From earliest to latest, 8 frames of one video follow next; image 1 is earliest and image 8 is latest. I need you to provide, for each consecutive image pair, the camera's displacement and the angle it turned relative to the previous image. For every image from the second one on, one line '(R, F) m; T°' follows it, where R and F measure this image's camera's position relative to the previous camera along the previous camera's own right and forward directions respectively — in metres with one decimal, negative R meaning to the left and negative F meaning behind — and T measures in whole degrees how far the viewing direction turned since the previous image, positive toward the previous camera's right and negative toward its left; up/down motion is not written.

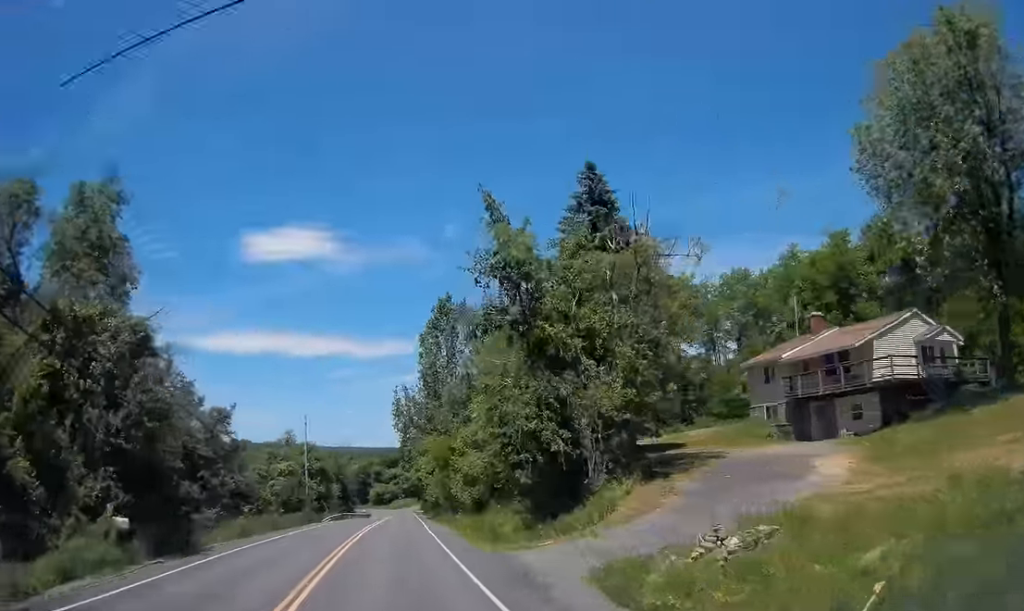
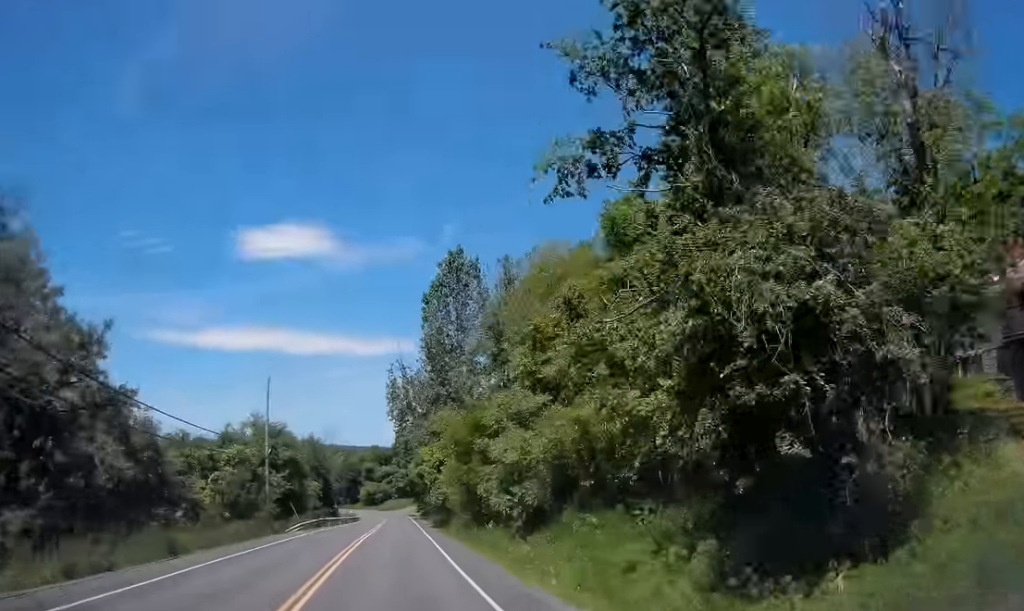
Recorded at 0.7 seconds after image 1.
(0.0, +16.2) m; 0°
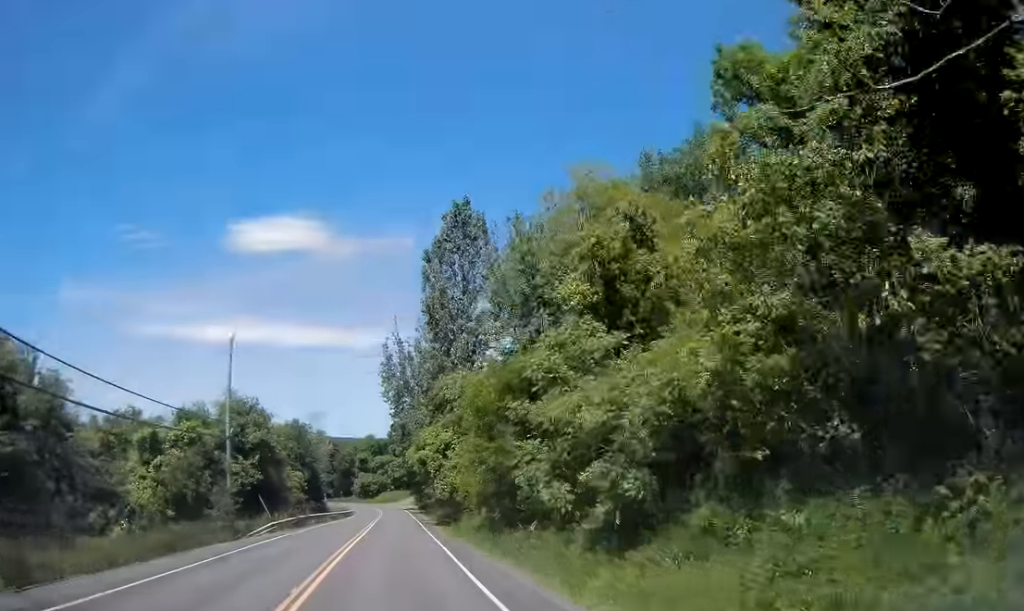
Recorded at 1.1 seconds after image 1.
(0.0, +9.3) m; 0°
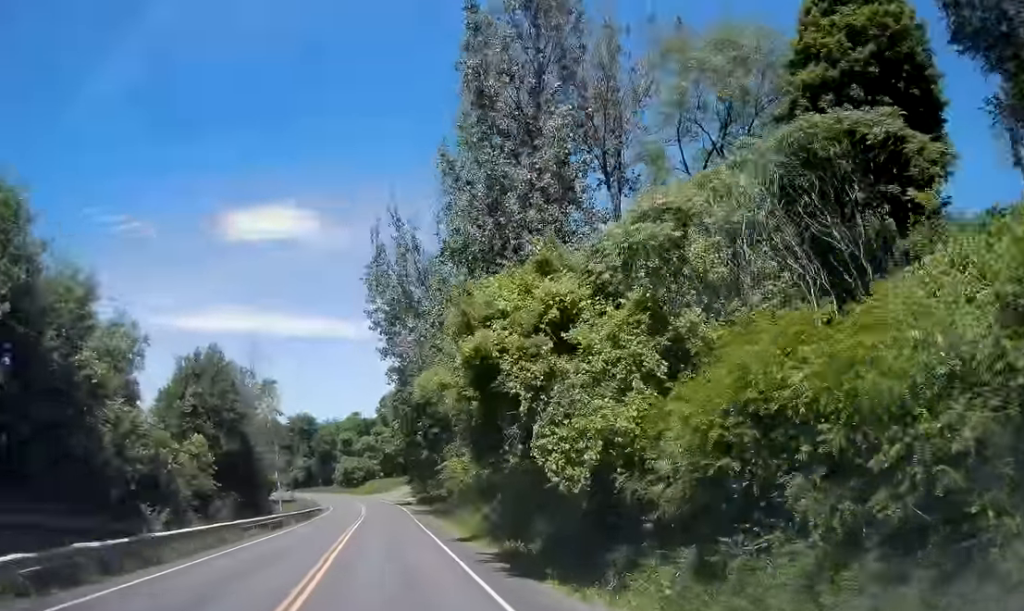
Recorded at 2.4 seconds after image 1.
(0.0, +29.6) m; 0°
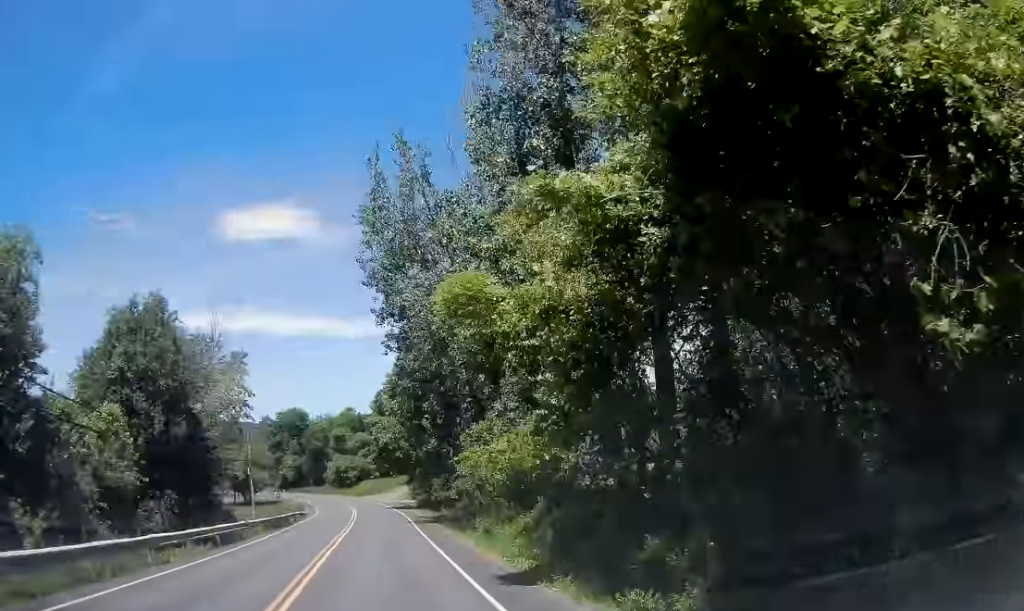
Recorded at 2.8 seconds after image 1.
(0.0, +10.1) m; 0°
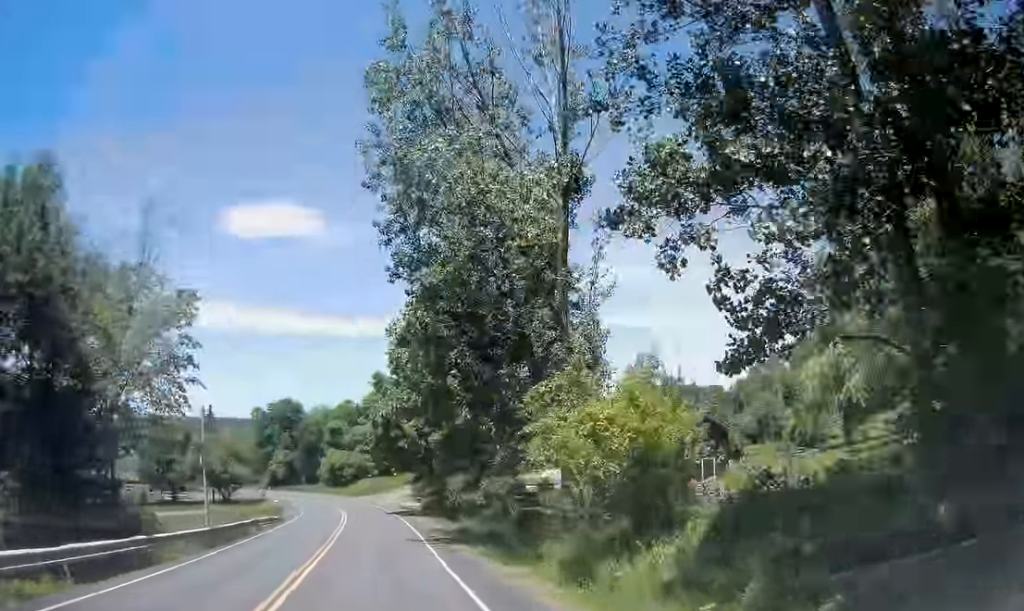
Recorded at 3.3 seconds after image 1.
(0.0, +12.3) m; 0°
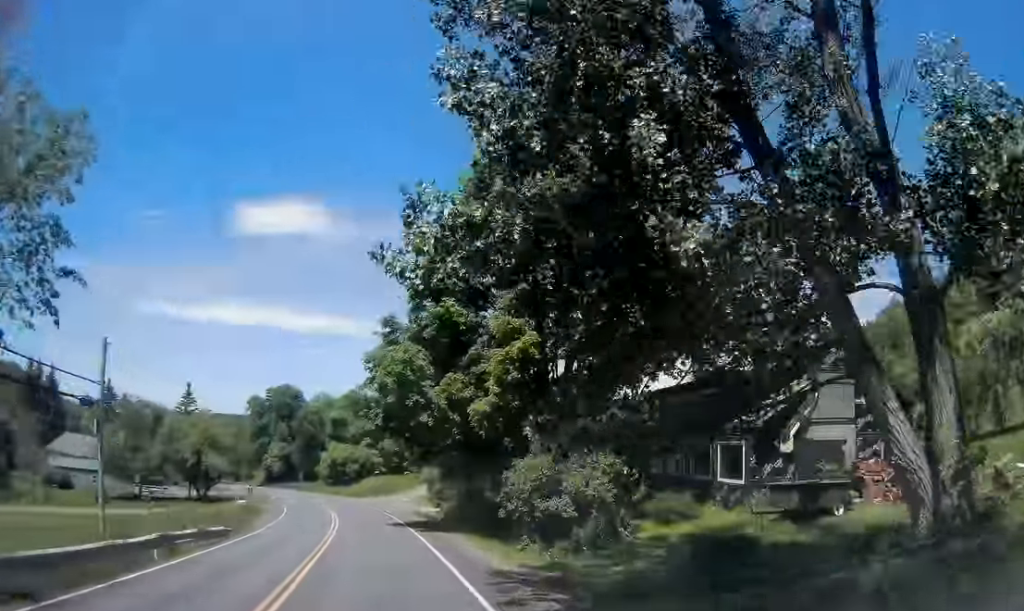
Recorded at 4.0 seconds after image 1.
(0.0, +14.6) m; 0°
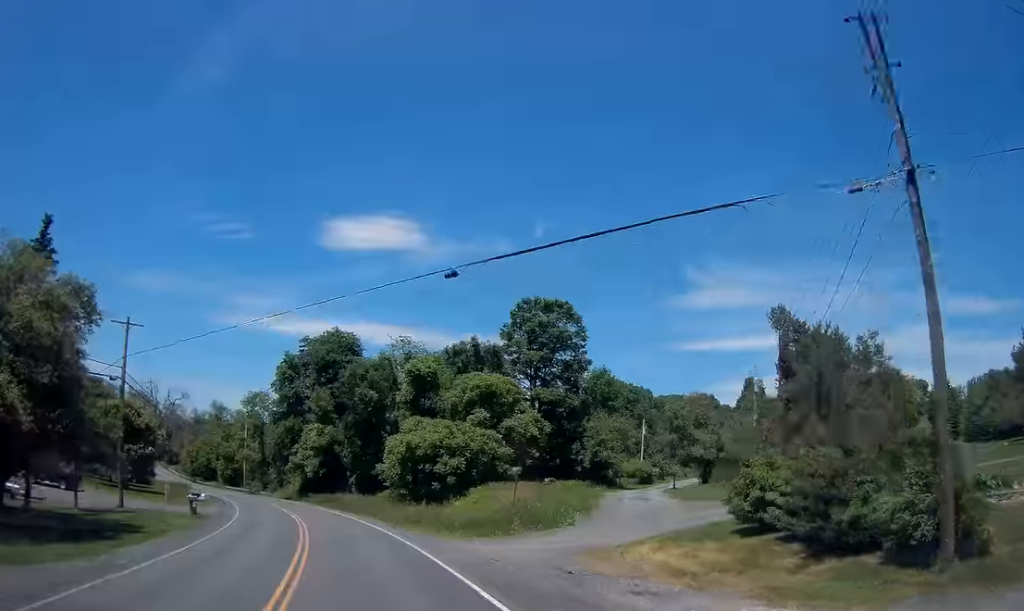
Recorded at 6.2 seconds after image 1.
(-9.2, +47.0) m; -20°
